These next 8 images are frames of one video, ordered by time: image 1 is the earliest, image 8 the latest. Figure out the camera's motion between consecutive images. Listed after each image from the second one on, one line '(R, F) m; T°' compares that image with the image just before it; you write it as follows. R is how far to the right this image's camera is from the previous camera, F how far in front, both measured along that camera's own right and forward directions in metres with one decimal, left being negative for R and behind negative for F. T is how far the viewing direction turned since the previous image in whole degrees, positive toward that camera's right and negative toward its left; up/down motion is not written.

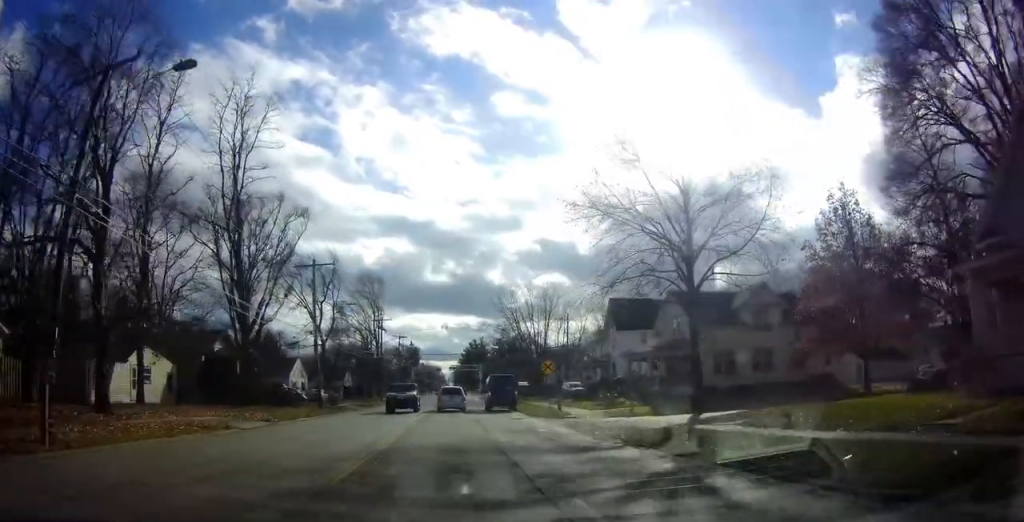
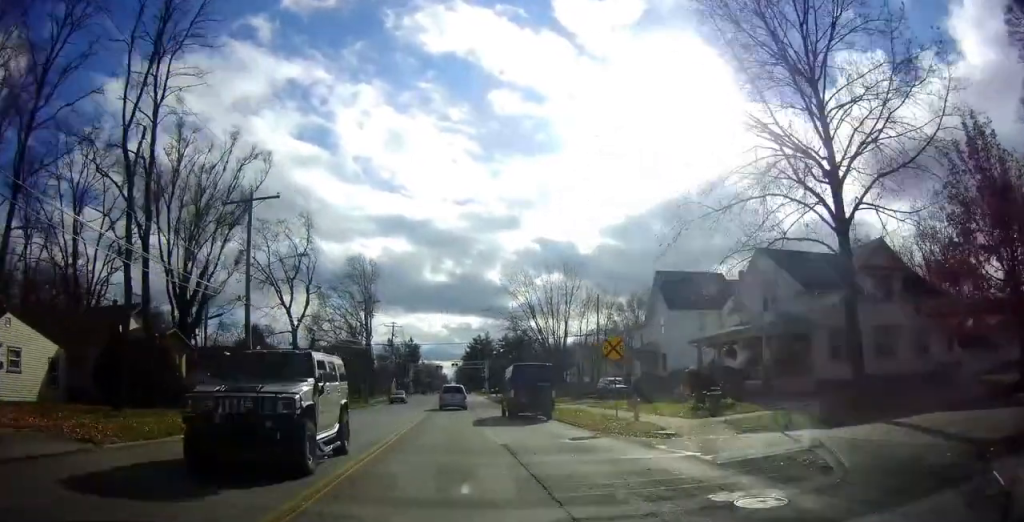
(0.0, +14.1) m; 0°
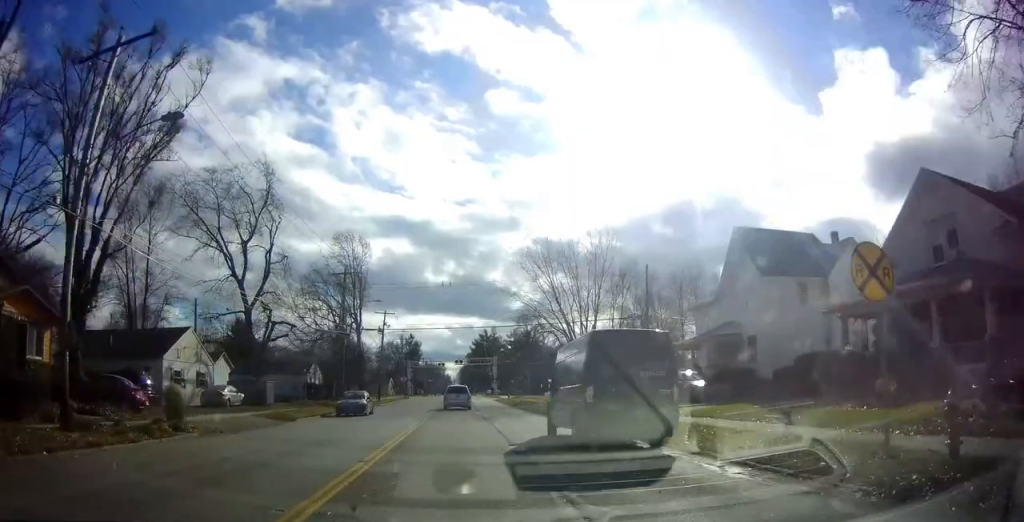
(0.0, +14.6) m; 0°
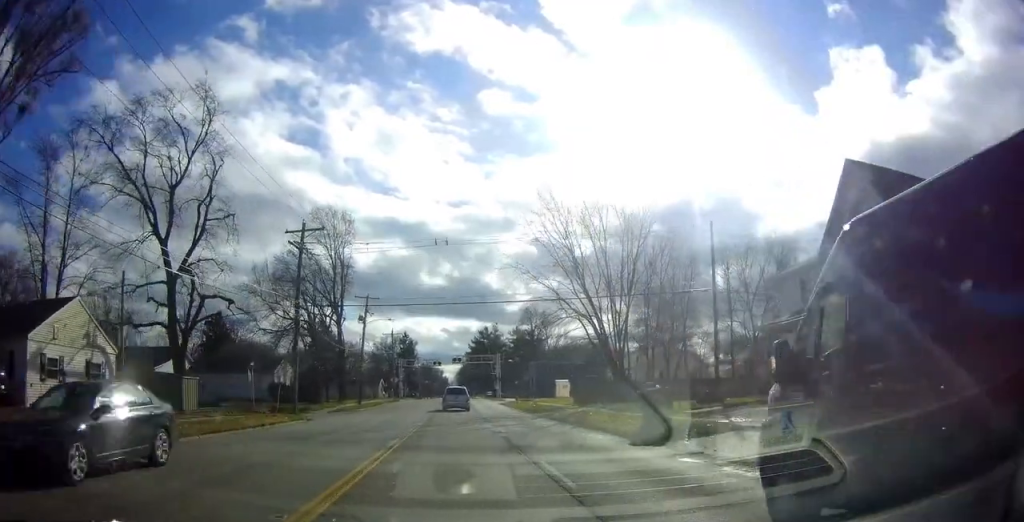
(0.0, +12.7) m; 0°
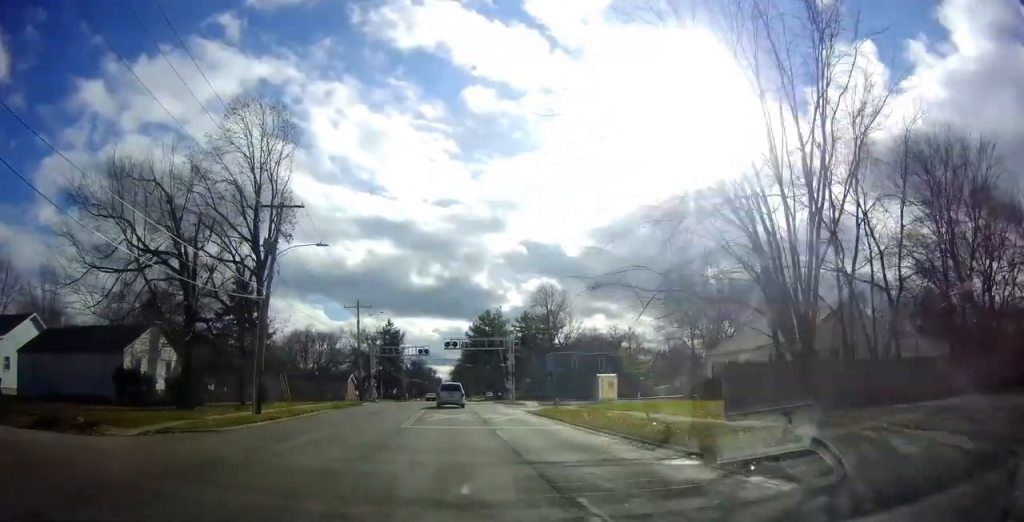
(-1.3, +27.7) m; -3°
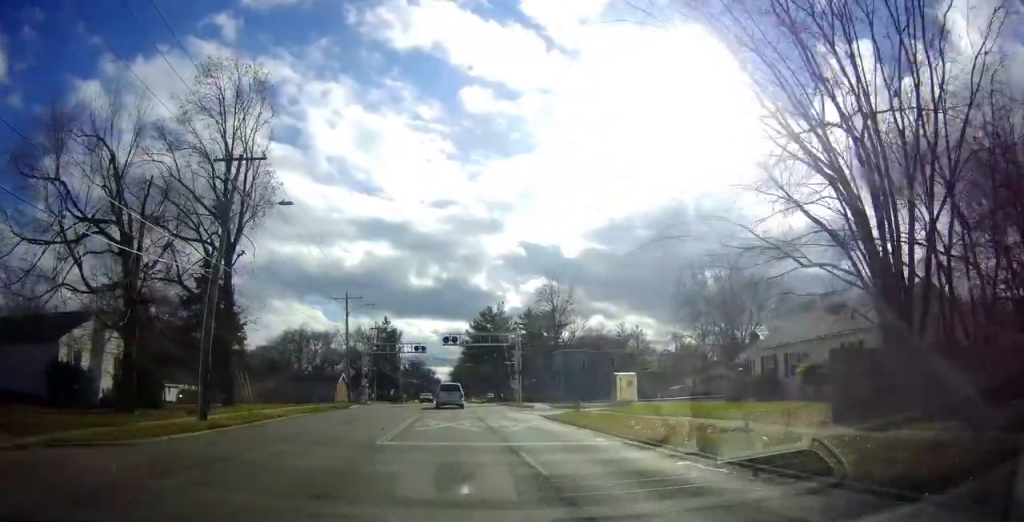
(0.0, +6.4) m; +1°
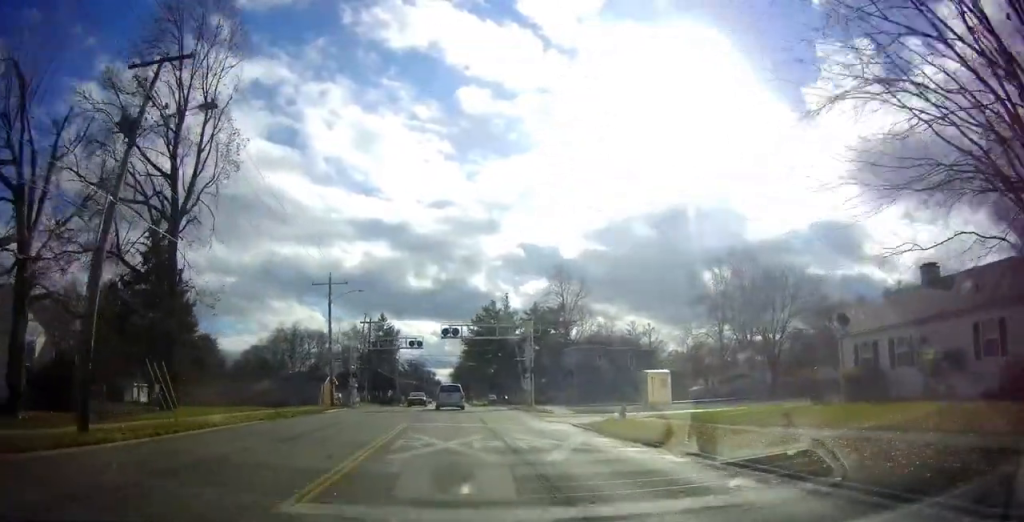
(+0.4, +8.5) m; +2°
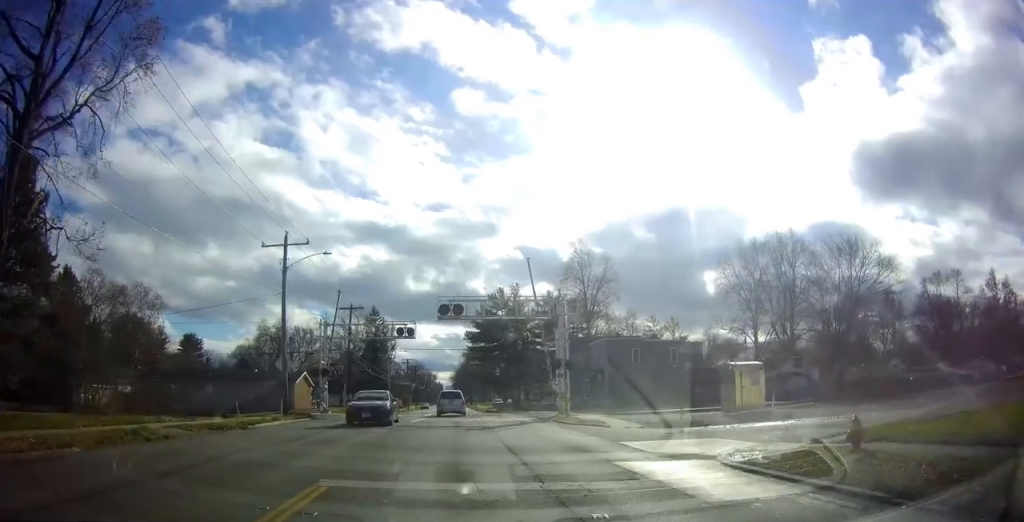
(+0.2, +14.0) m; +1°
